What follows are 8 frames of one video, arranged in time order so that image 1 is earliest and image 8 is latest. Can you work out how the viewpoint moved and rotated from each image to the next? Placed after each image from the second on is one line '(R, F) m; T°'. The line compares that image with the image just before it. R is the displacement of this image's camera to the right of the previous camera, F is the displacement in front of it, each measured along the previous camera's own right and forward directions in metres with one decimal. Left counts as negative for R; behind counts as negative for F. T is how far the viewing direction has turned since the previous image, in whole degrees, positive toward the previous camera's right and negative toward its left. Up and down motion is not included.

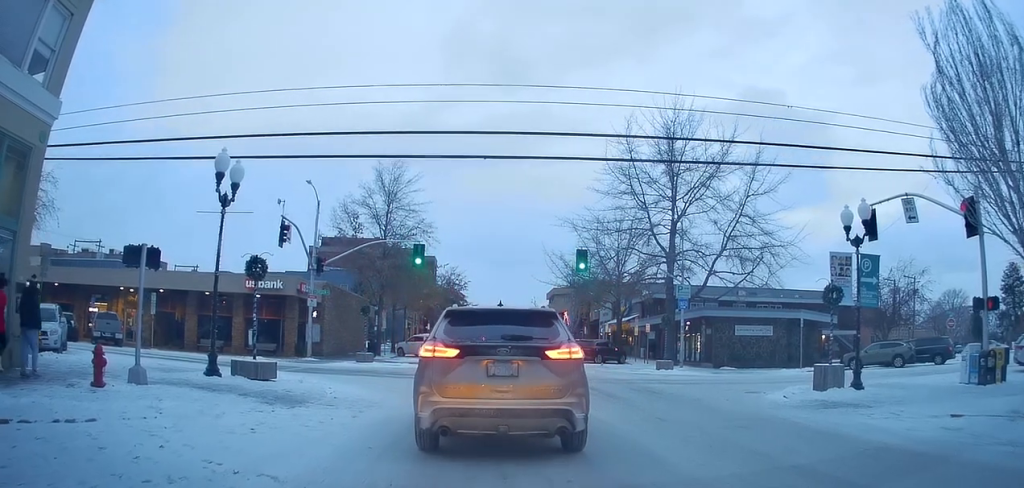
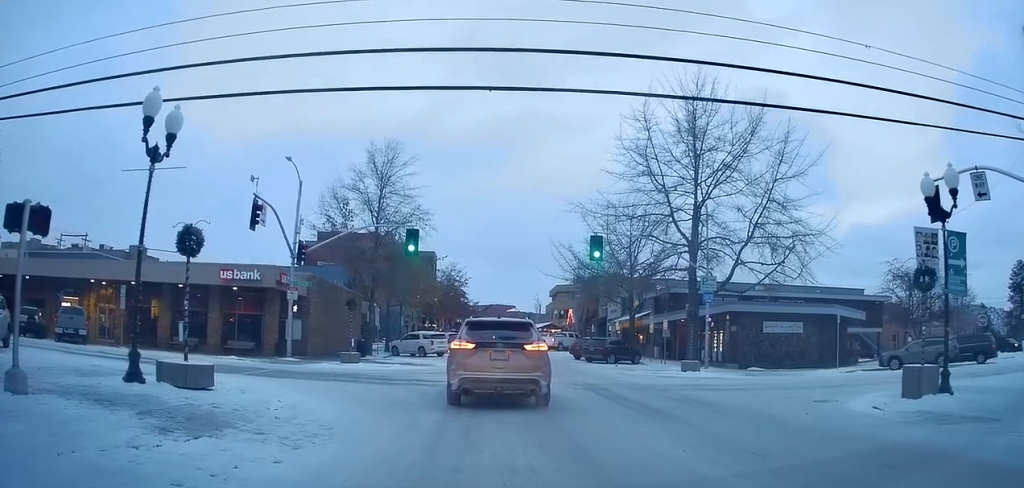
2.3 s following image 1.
(-0.3, +5.5) m; -7°
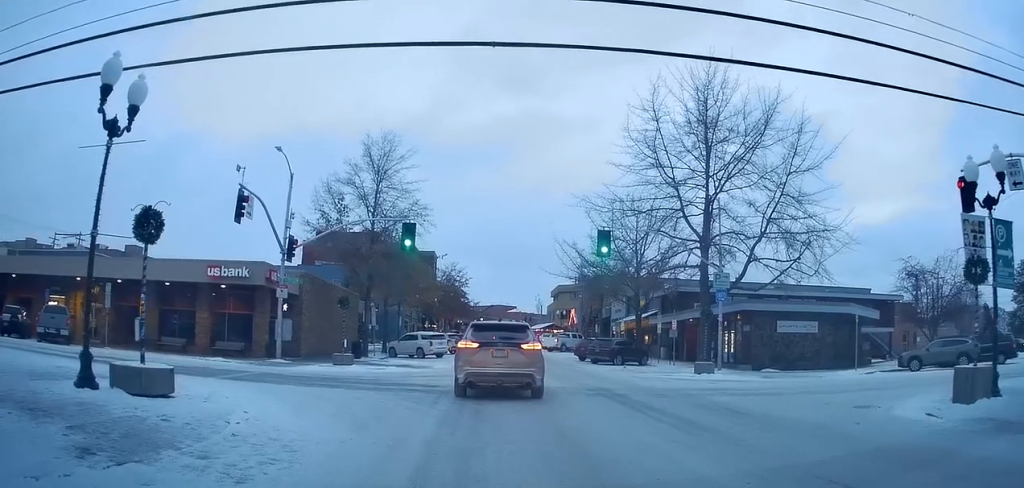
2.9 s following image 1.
(-0.1, +1.6) m; +3°
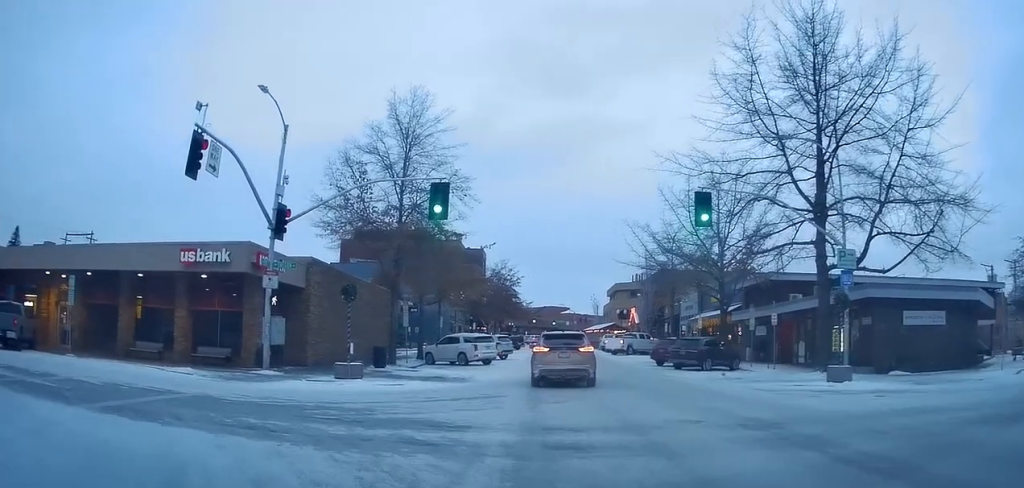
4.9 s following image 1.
(-0.1, +6.1) m; -11°
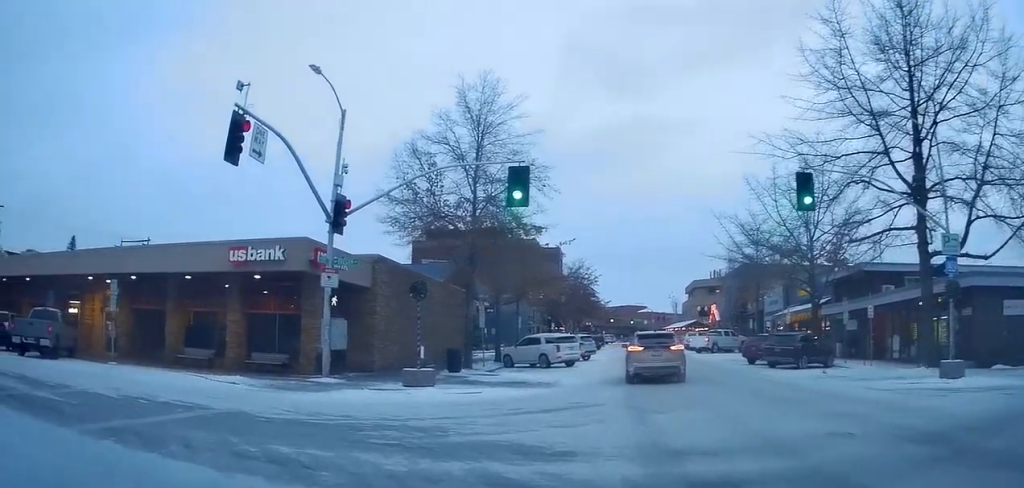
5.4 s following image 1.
(-0.3, +1.9) m; -6°
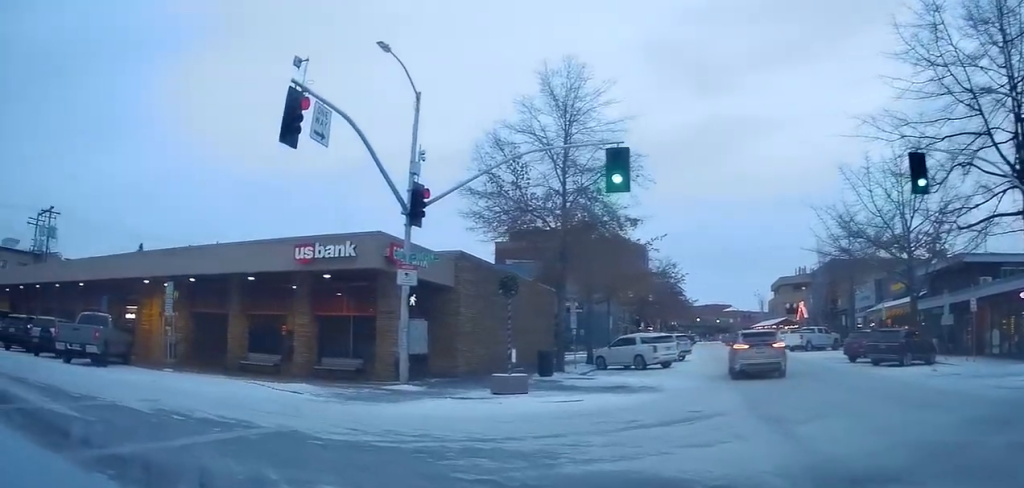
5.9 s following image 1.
(+0.1, +1.8) m; -2°
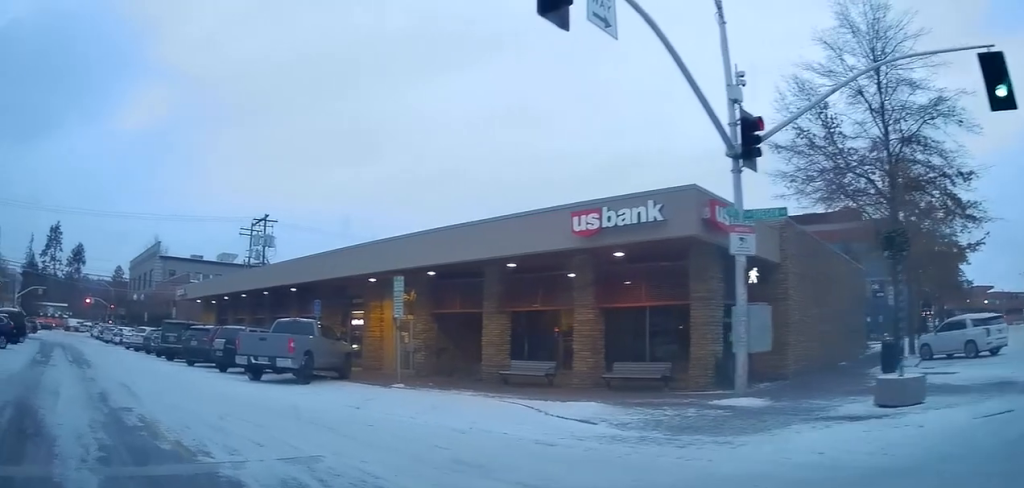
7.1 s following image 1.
(-0.2, +5.1) m; -15°
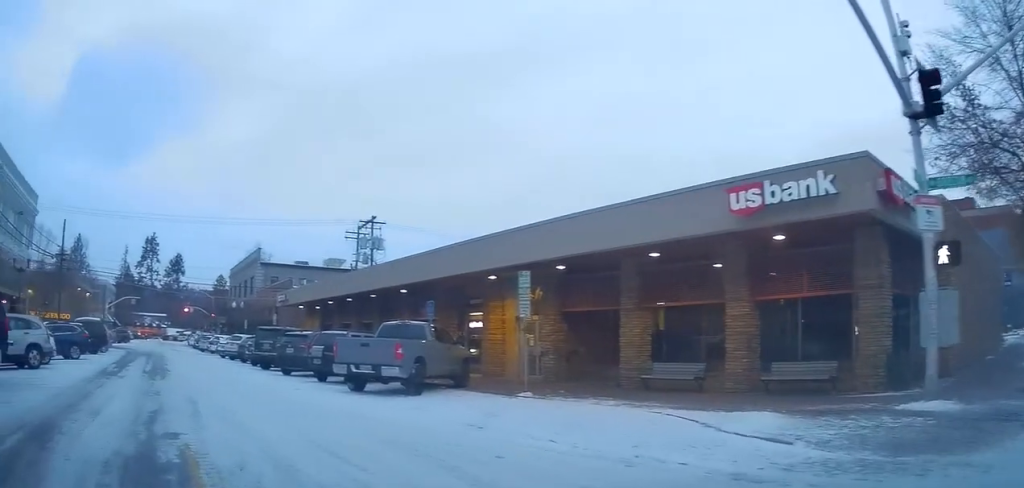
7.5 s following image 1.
(0.0, +2.0) m; -10°
